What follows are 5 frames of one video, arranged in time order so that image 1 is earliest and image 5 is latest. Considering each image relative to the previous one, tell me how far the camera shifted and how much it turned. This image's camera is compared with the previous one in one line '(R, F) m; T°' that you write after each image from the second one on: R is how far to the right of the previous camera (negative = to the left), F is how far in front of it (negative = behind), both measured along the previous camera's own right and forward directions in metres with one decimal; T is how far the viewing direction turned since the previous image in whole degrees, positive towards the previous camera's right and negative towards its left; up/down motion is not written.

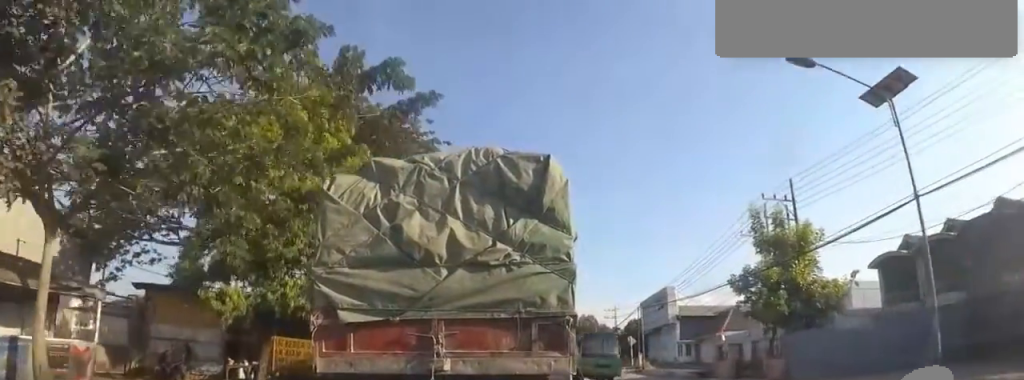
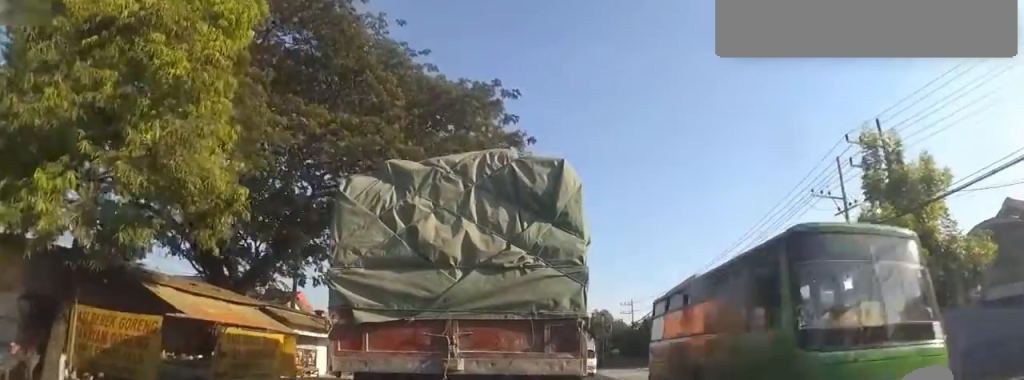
(0.0, +7.8) m; 0°
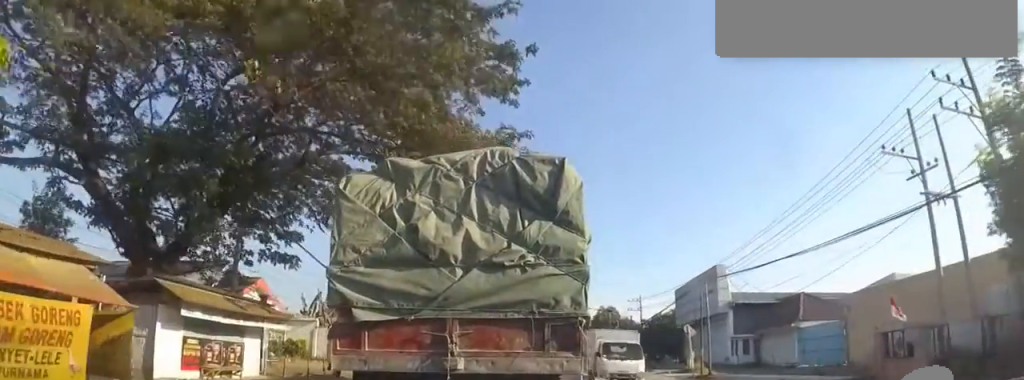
(0.0, +5.4) m; 0°
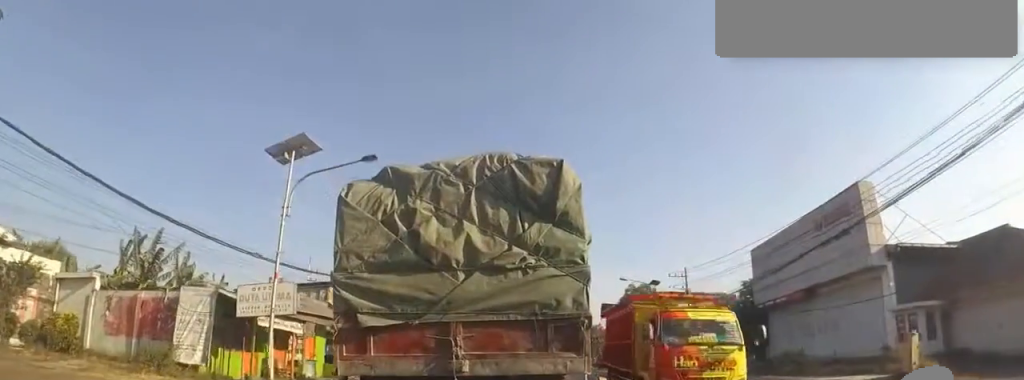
(0.0, +21.9) m; 0°
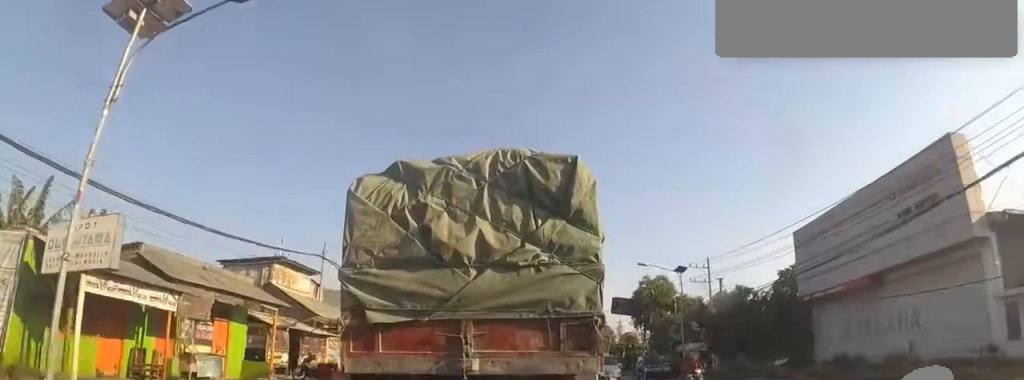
(0.0, +6.9) m; 0°
